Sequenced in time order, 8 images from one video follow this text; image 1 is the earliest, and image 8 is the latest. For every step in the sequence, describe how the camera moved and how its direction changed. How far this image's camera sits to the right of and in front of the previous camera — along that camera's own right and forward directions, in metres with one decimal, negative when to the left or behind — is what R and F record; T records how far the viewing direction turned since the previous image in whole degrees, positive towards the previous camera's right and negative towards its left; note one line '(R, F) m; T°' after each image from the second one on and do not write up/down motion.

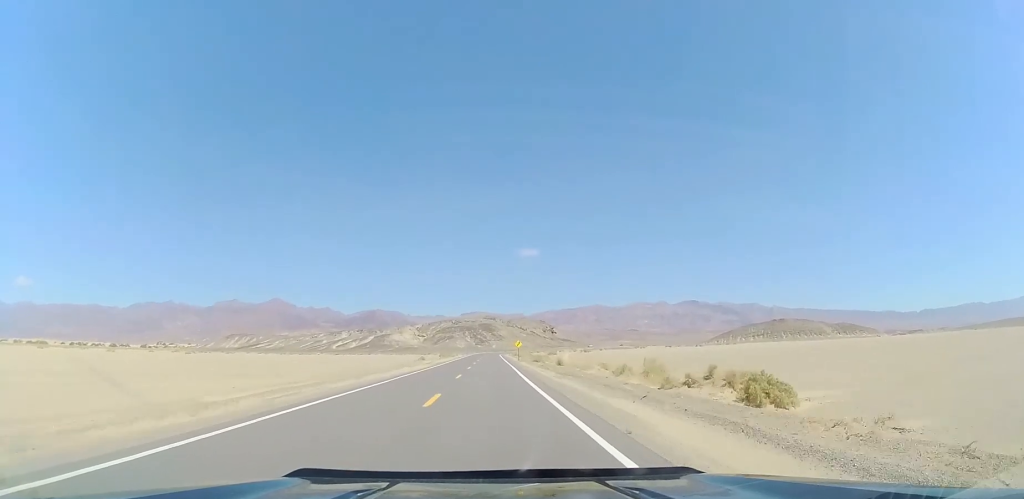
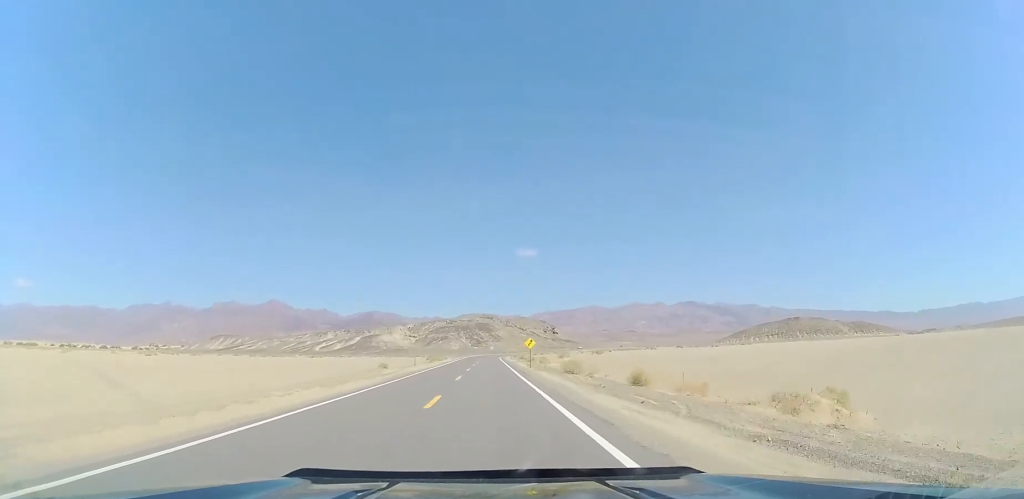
(0.0, +29.4) m; 0°
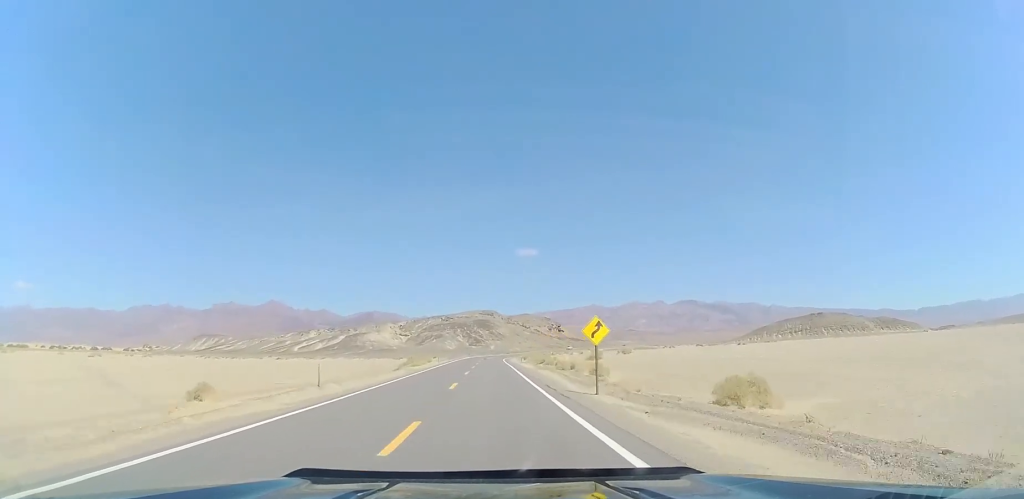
(0.0, +36.8) m; 0°
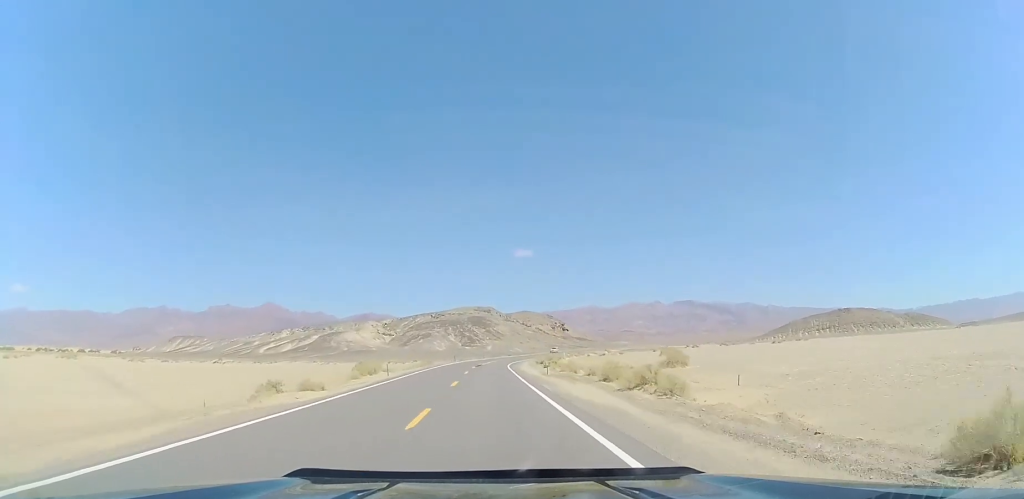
(+0.1, +40.7) m; 0°
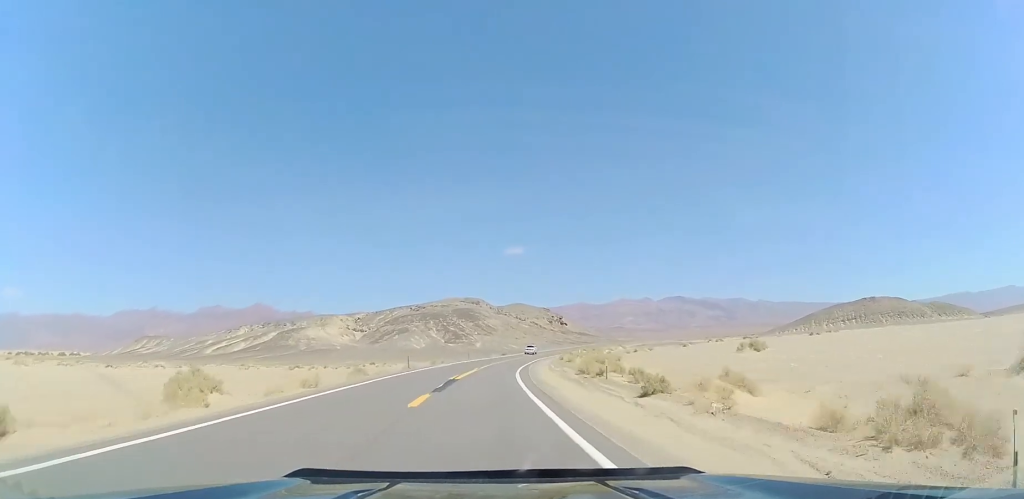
(-0.1, +40.3) m; 0°
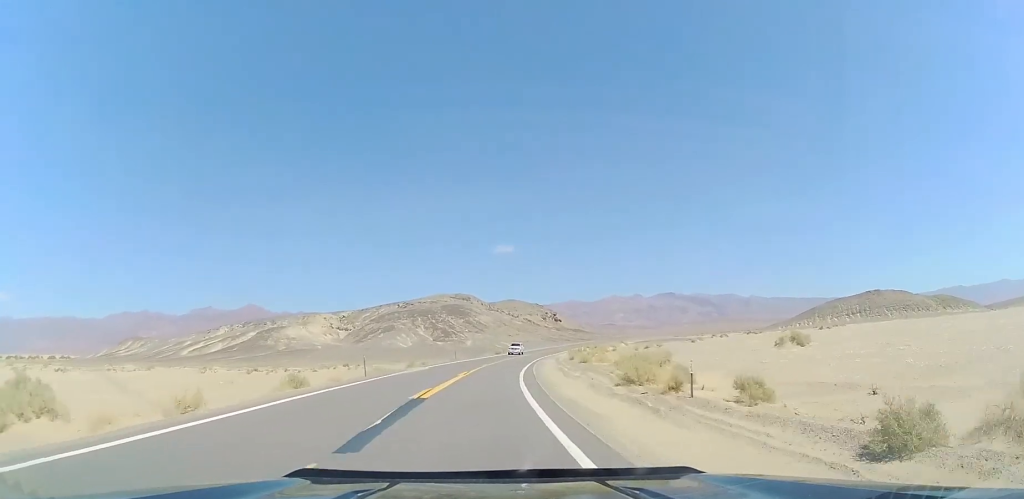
(0.0, +12.8) m; +1°
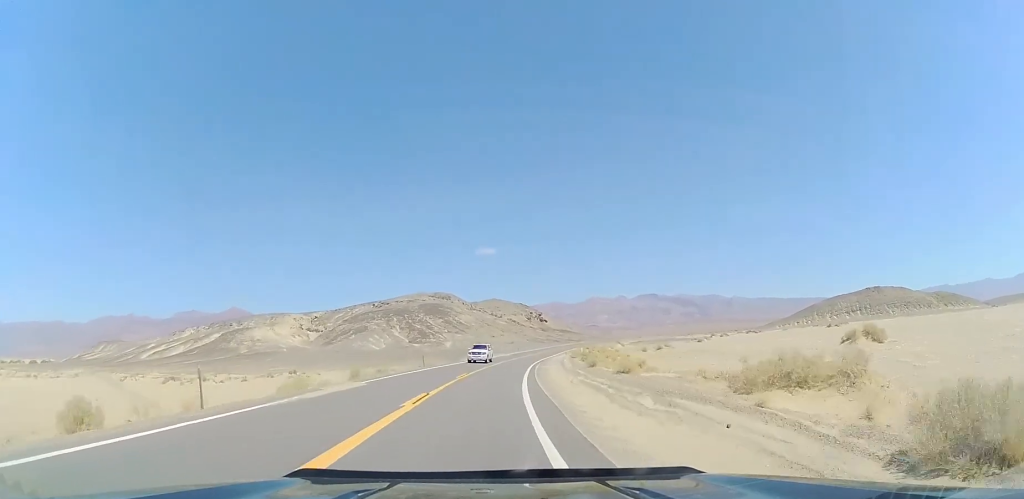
(-0.1, +16.4) m; +1°
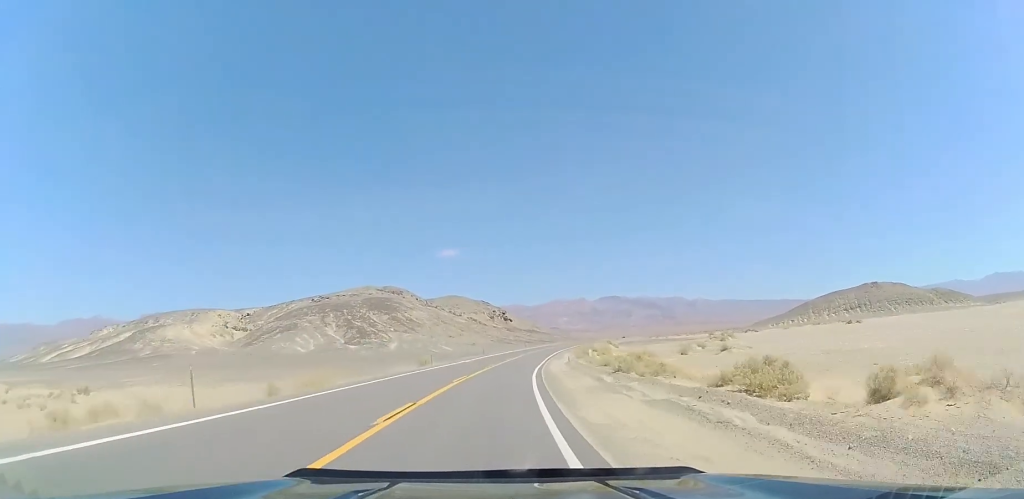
(+1.2, +32.8) m; +4°
